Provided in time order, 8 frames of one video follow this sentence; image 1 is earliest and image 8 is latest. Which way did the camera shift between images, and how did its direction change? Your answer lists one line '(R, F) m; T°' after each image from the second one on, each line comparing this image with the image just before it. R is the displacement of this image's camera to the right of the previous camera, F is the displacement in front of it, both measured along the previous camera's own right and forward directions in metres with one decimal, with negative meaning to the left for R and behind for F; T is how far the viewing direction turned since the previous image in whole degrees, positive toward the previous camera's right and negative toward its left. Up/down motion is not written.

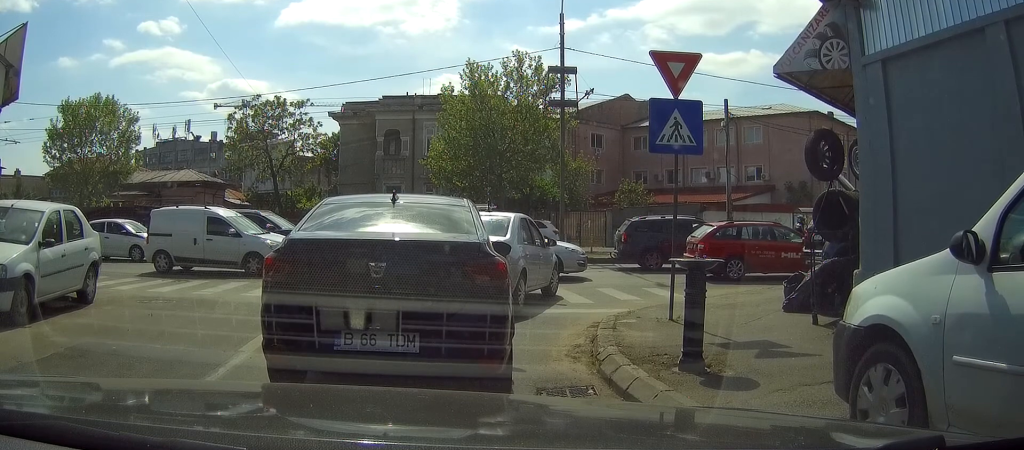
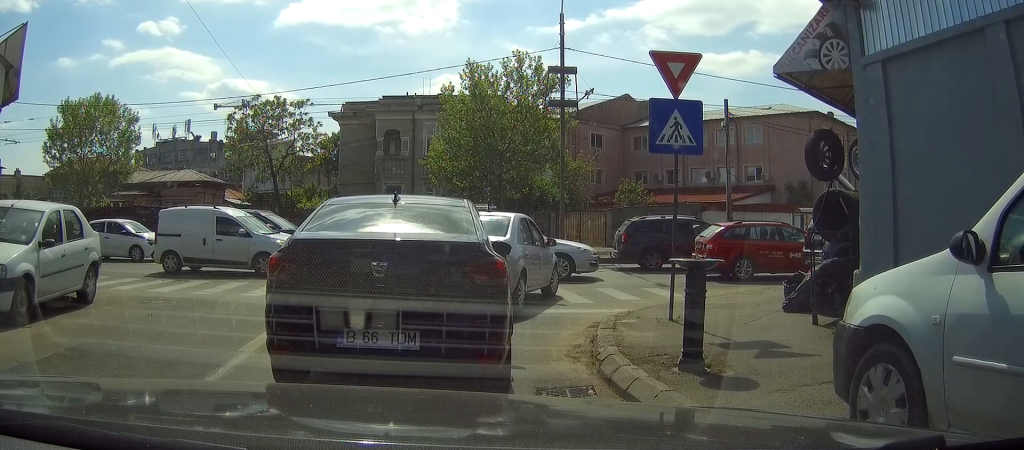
(0.0, 0.0) m; 0°
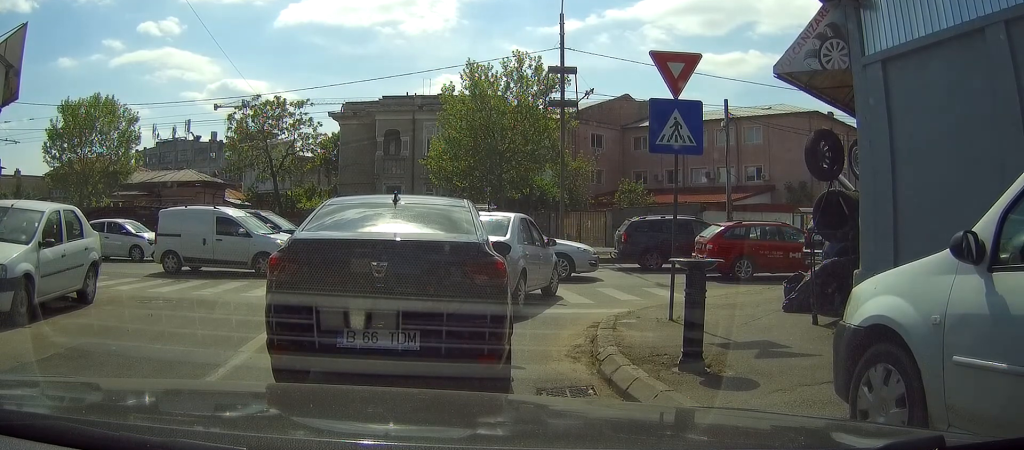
(0.0, 0.0) m; 0°
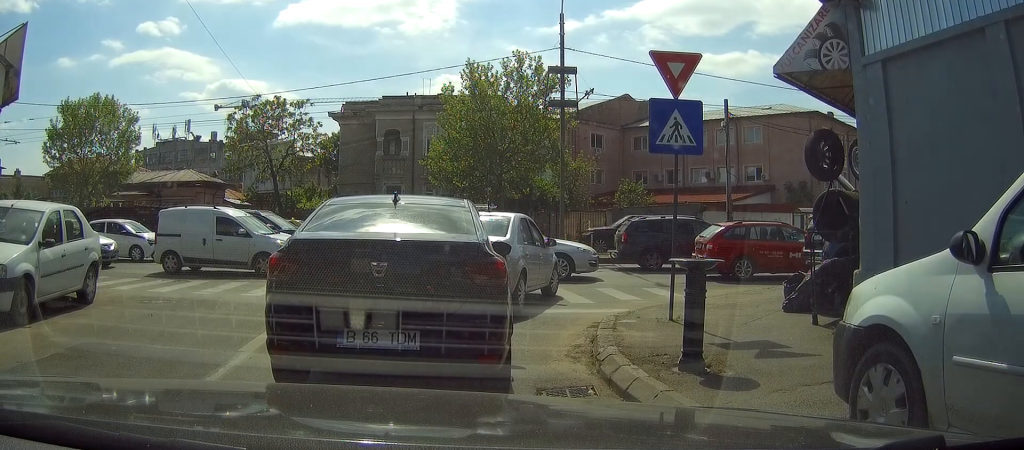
(0.0, 0.0) m; 0°
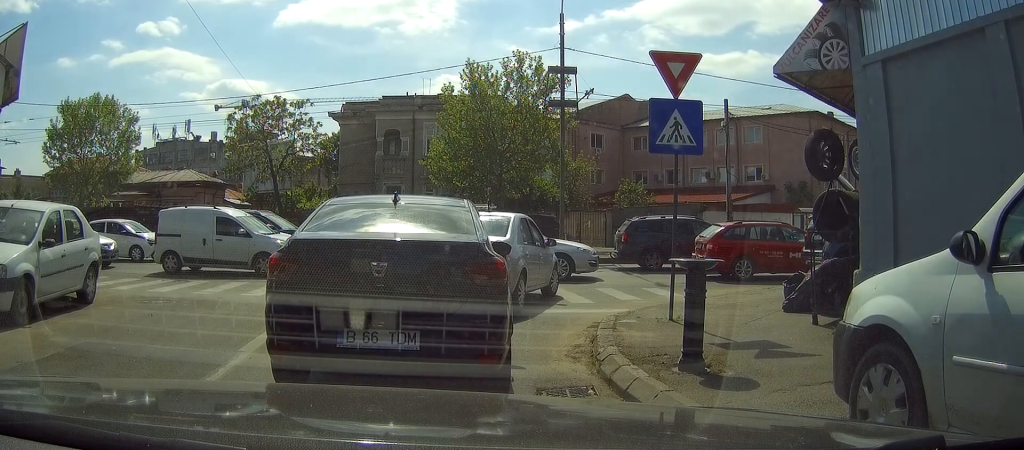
(0.0, 0.0) m; 0°
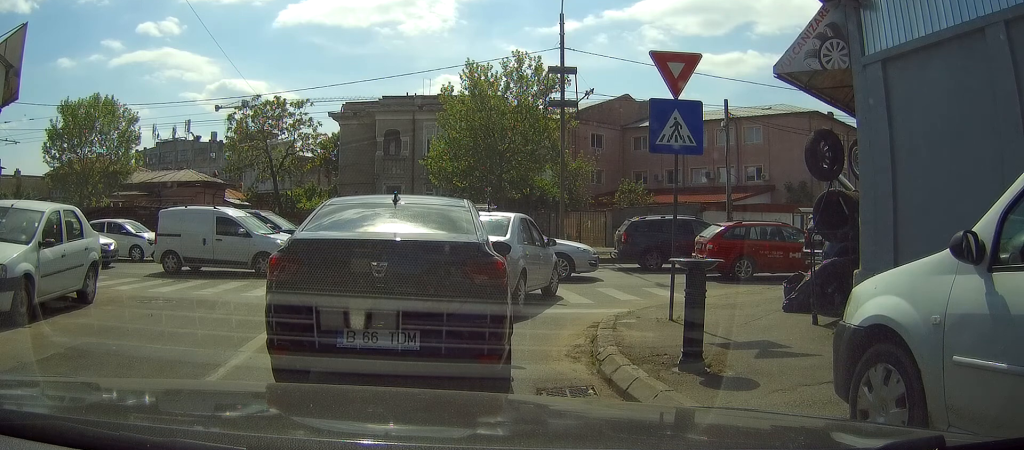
(0.0, 0.0) m; 0°
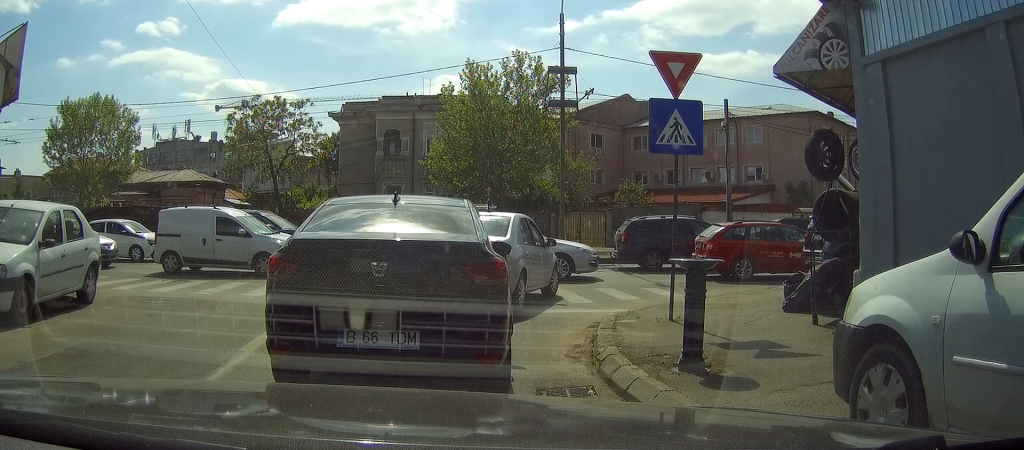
(0.0, 0.0) m; 0°
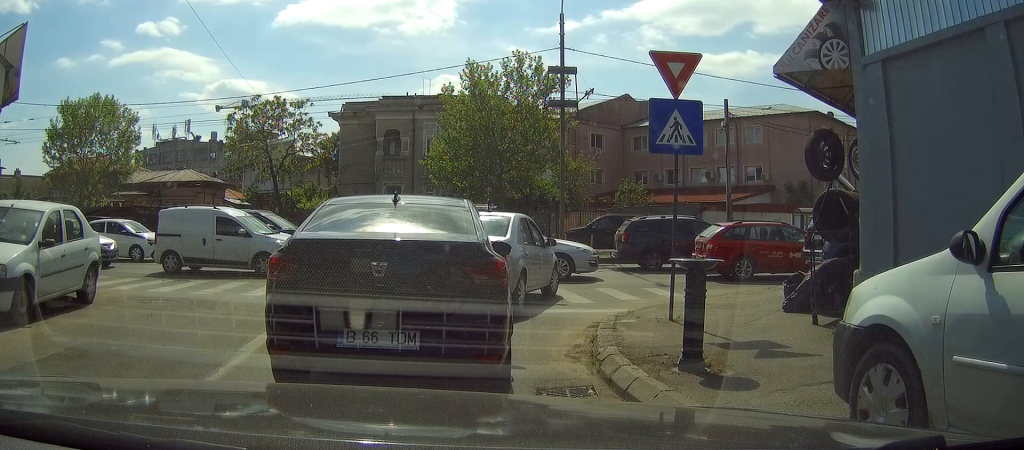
(0.0, 0.0) m; 0°
